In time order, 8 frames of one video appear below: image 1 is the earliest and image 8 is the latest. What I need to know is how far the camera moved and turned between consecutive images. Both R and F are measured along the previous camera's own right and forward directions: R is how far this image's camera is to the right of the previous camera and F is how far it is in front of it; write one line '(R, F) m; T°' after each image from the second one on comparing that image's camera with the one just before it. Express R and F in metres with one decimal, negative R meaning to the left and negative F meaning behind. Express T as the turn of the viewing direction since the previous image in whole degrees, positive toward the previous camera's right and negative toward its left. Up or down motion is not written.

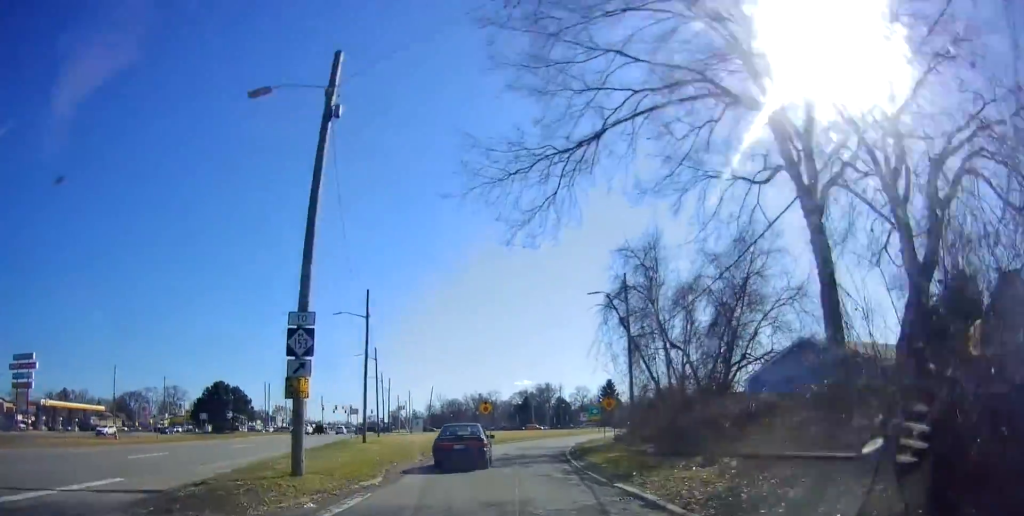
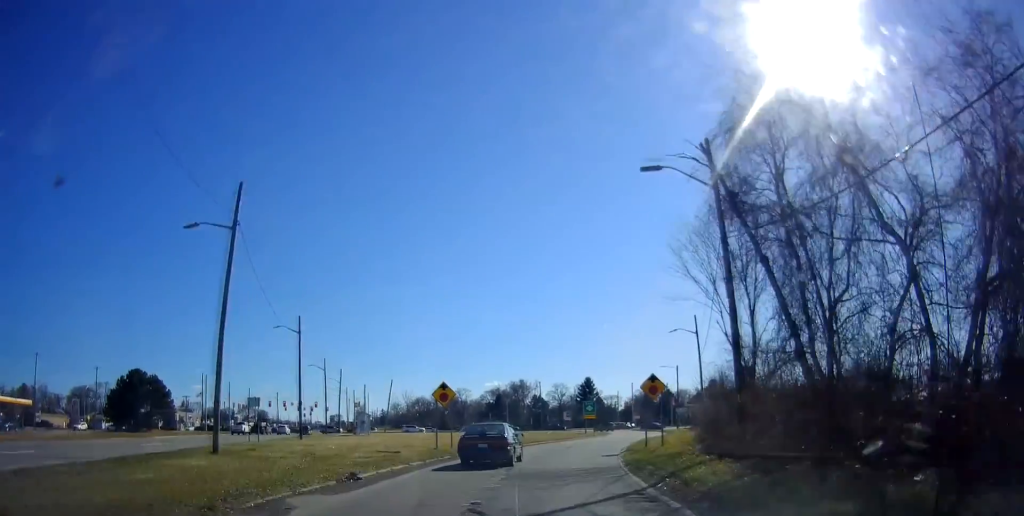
(+0.6, +19.9) m; +8°
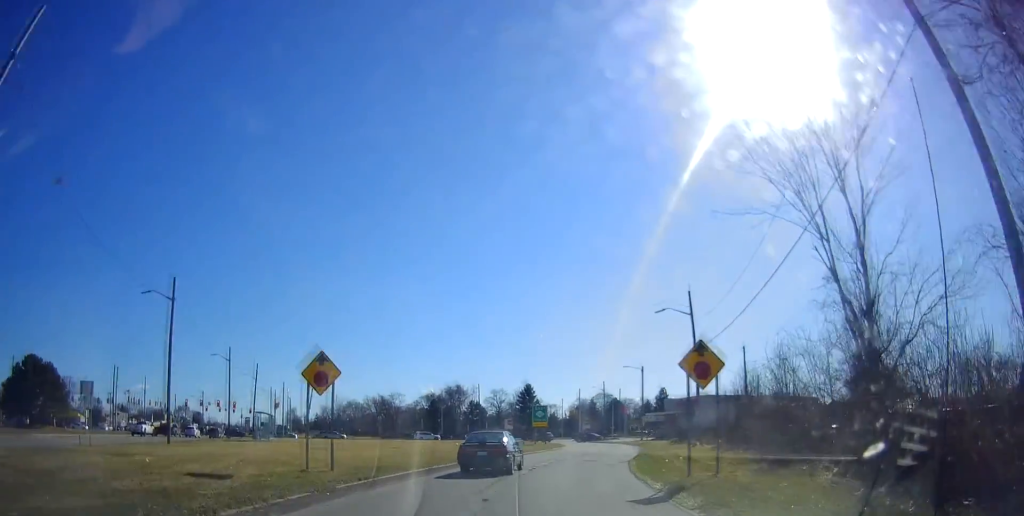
(+0.7, +13.4) m; +4°
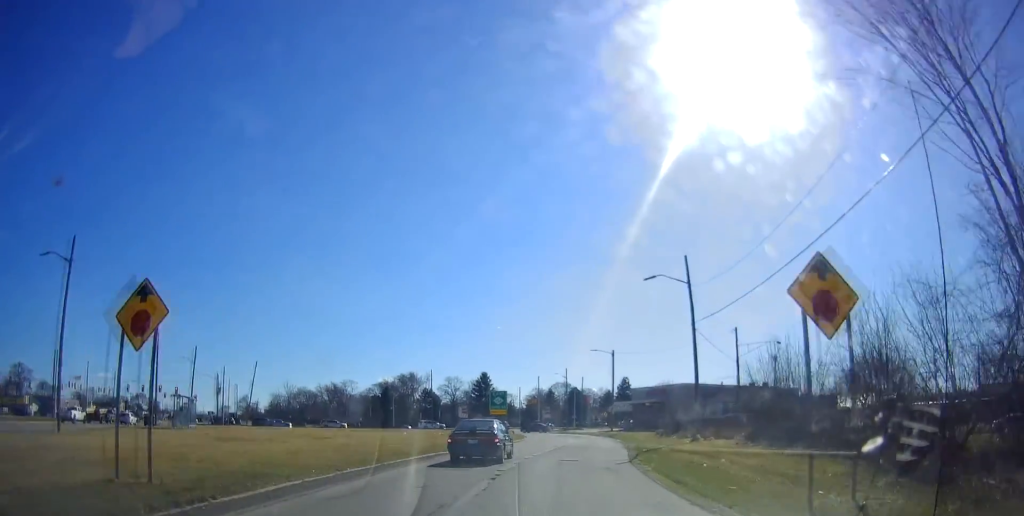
(+0.1, +7.9) m; 0°
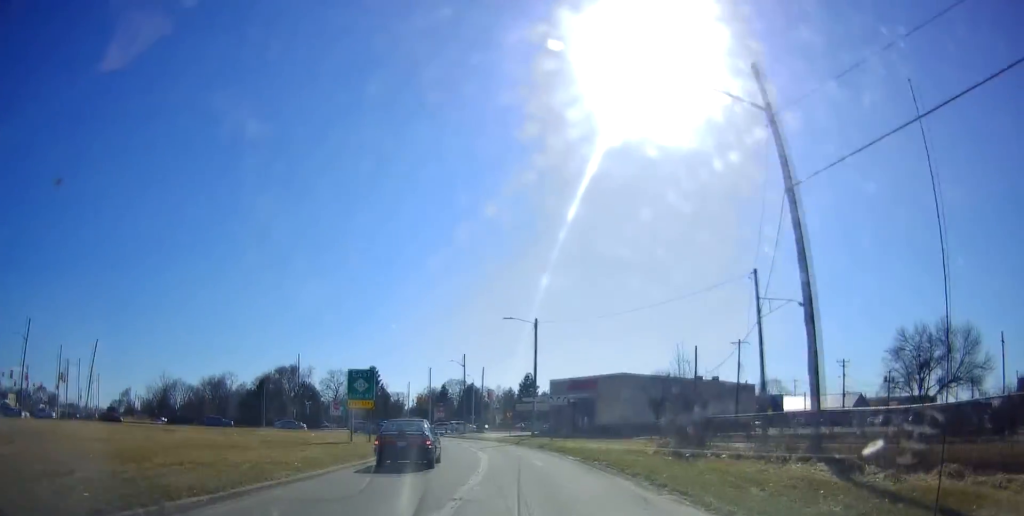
(+1.5, +20.5) m; +9°
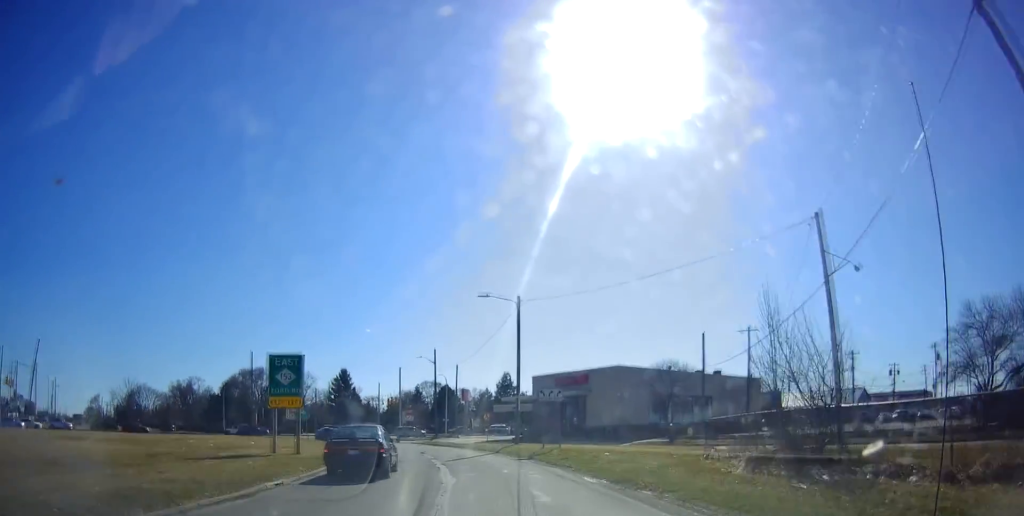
(+0.1, +9.0) m; -2°
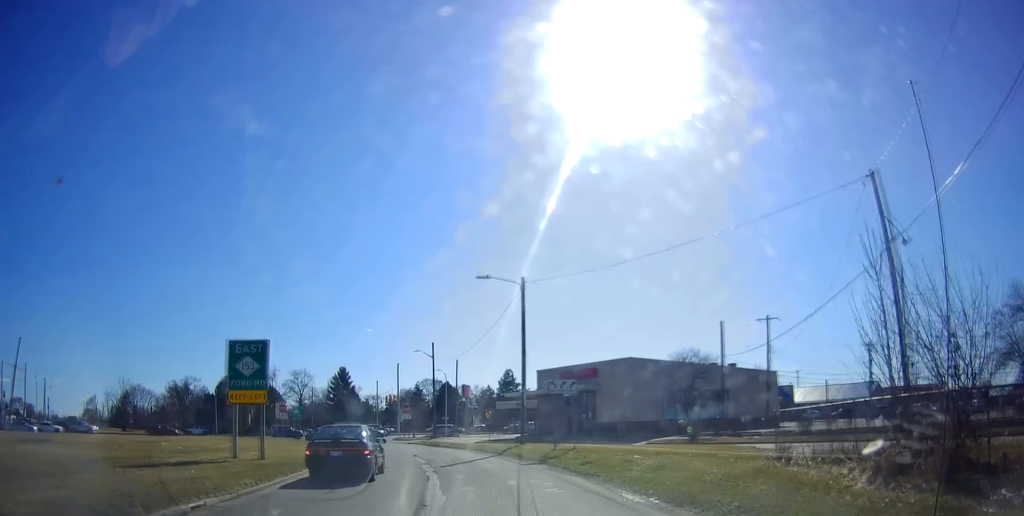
(0.0, +4.2) m; -1°
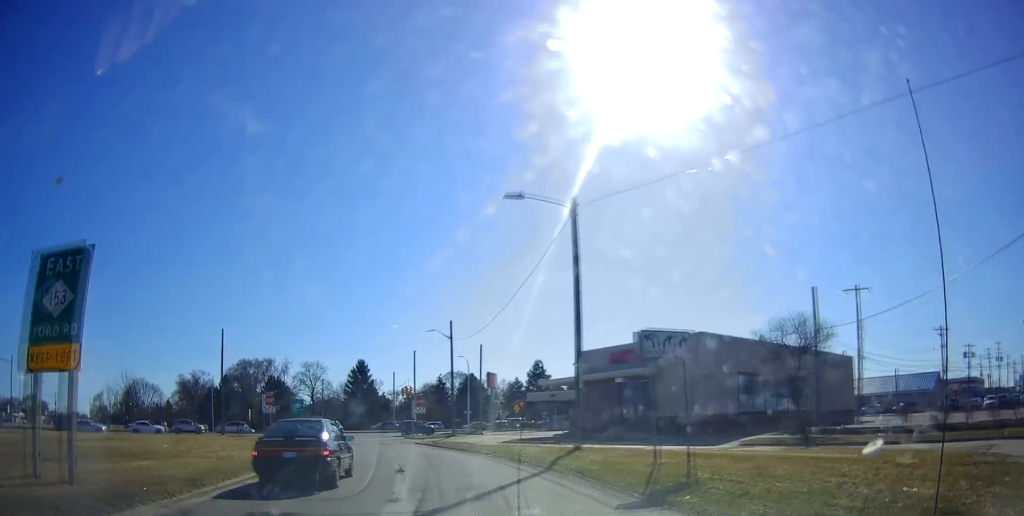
(-0.3, +11.8) m; +2°
